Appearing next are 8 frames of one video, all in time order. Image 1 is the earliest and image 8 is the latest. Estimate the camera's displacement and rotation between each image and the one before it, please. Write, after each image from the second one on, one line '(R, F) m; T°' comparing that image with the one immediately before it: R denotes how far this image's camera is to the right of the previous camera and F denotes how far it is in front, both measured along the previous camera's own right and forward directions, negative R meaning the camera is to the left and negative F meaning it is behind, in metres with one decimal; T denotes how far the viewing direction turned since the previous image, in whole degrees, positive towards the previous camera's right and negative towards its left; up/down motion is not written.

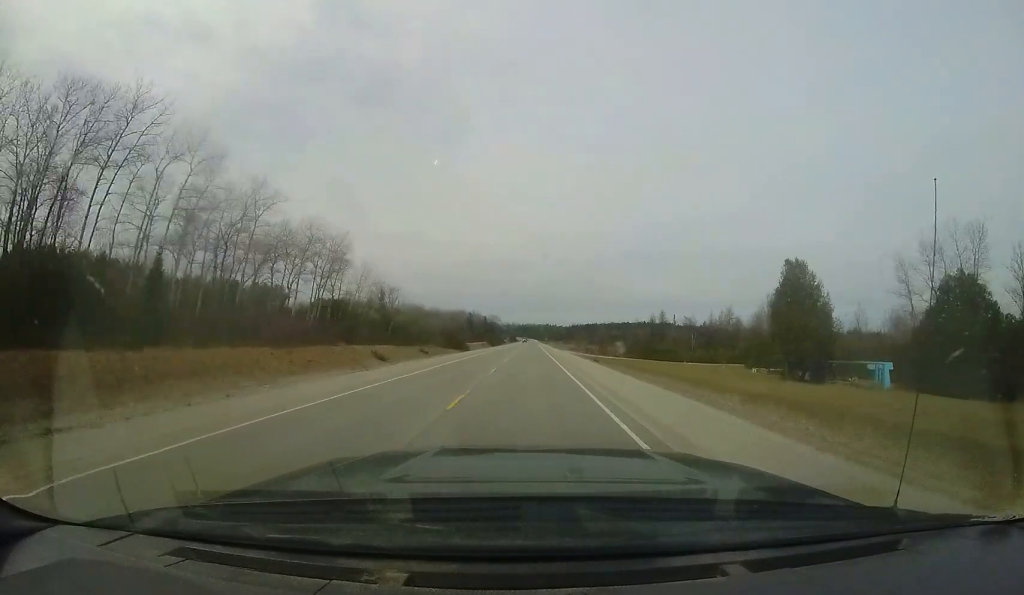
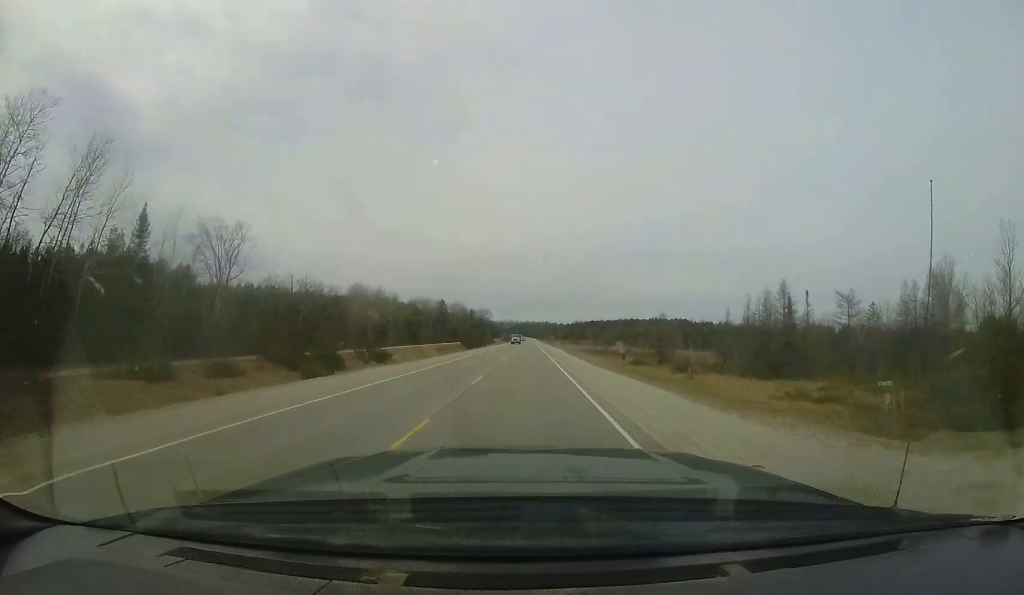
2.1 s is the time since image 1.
(+0.5, +57.4) m; +1°
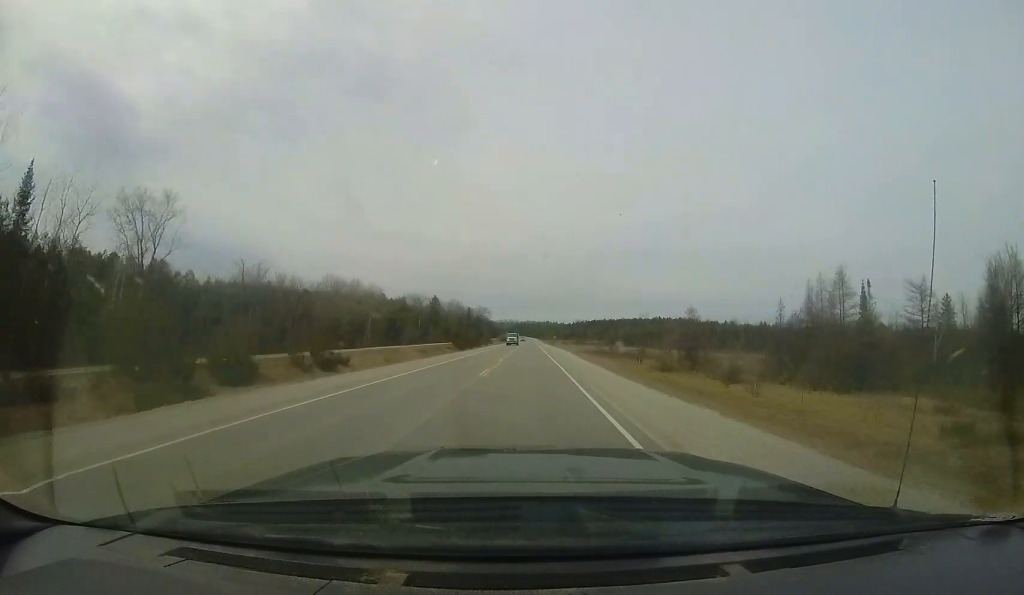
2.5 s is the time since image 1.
(+0.1, +12.1) m; 0°
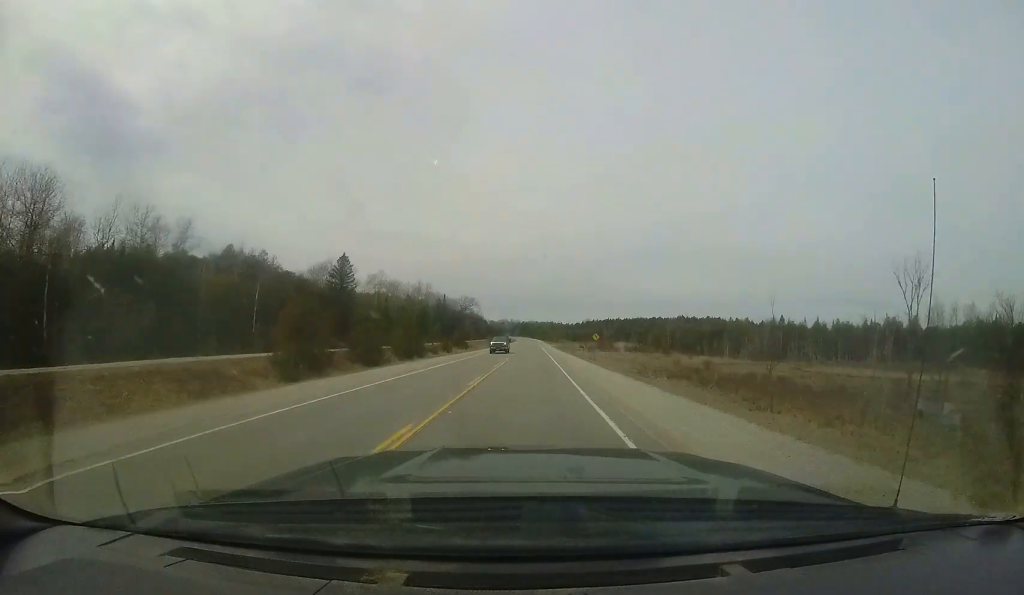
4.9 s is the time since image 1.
(-1.0, +66.8) m; -1°
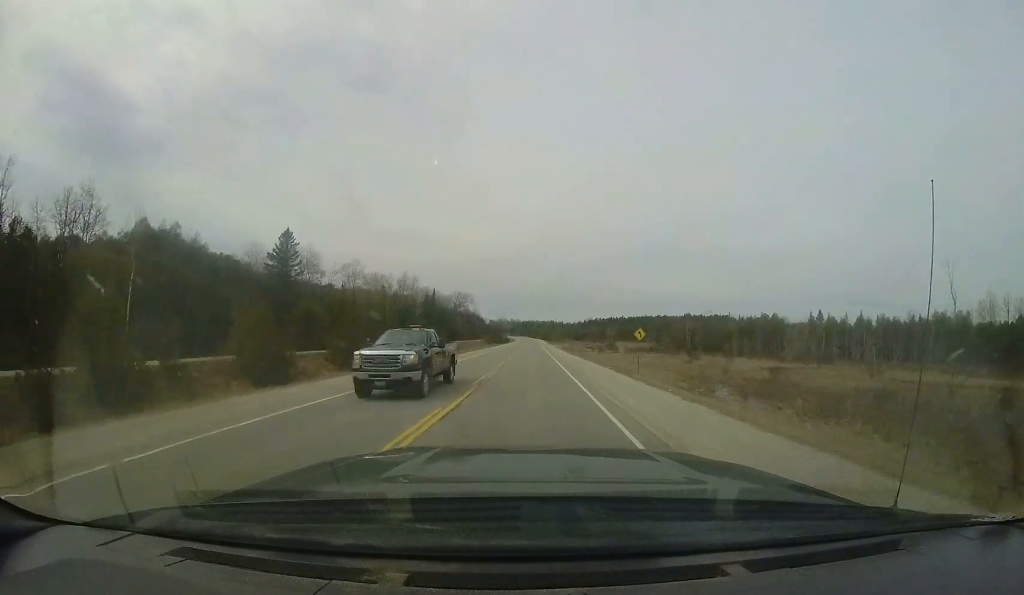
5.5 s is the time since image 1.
(0.0, +16.8) m; 0°
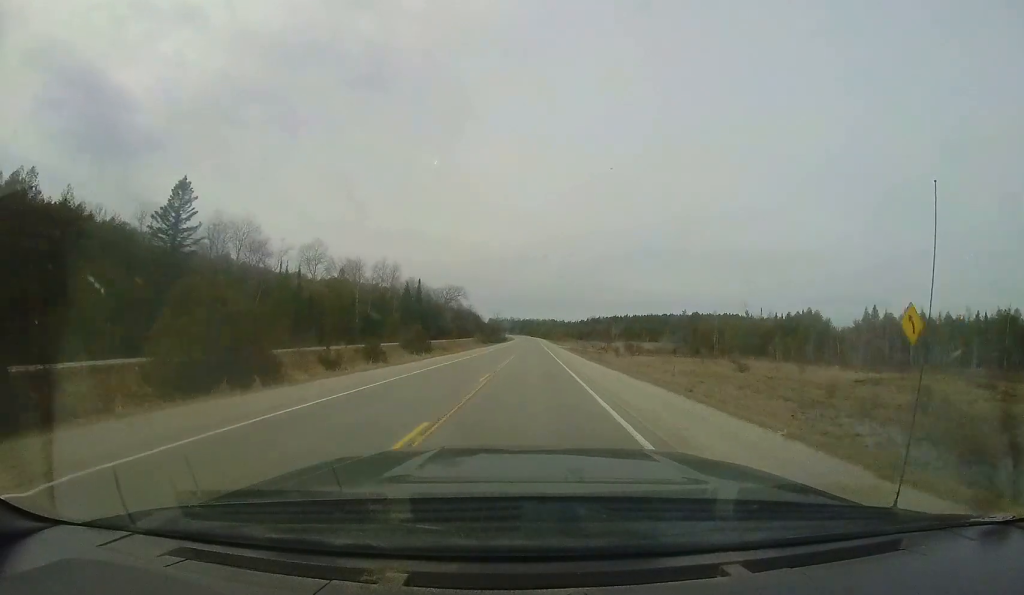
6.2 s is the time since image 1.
(0.0, +18.6) m; 0°
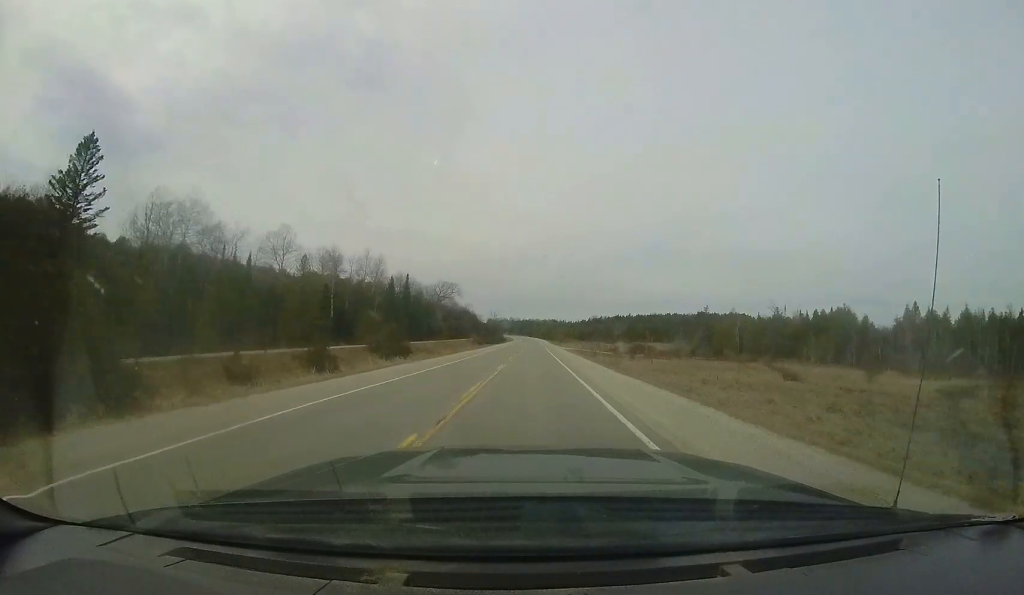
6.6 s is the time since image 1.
(0.0, +11.1) m; 0°
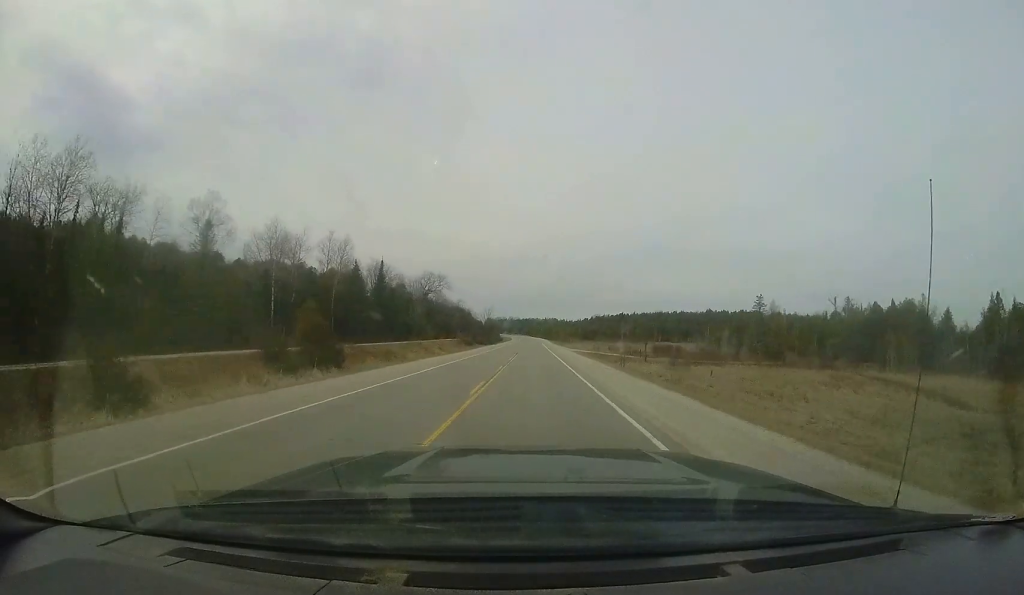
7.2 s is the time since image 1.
(+0.2, +18.5) m; 0°
